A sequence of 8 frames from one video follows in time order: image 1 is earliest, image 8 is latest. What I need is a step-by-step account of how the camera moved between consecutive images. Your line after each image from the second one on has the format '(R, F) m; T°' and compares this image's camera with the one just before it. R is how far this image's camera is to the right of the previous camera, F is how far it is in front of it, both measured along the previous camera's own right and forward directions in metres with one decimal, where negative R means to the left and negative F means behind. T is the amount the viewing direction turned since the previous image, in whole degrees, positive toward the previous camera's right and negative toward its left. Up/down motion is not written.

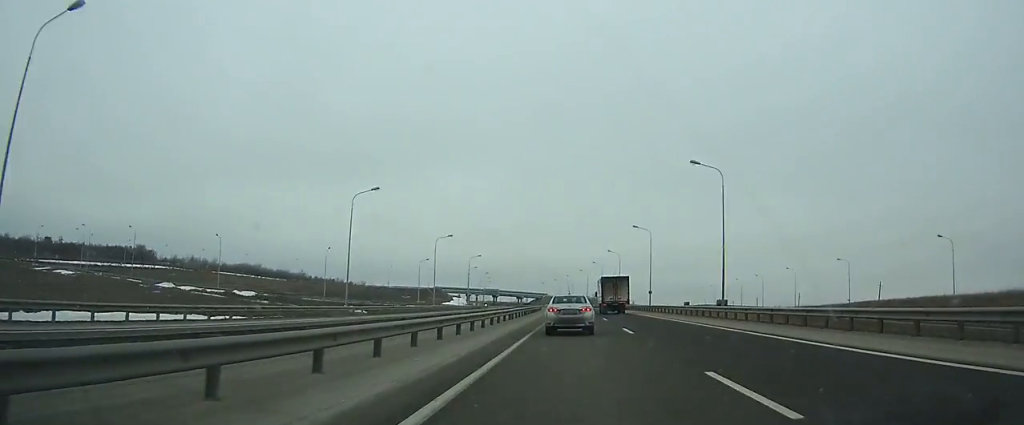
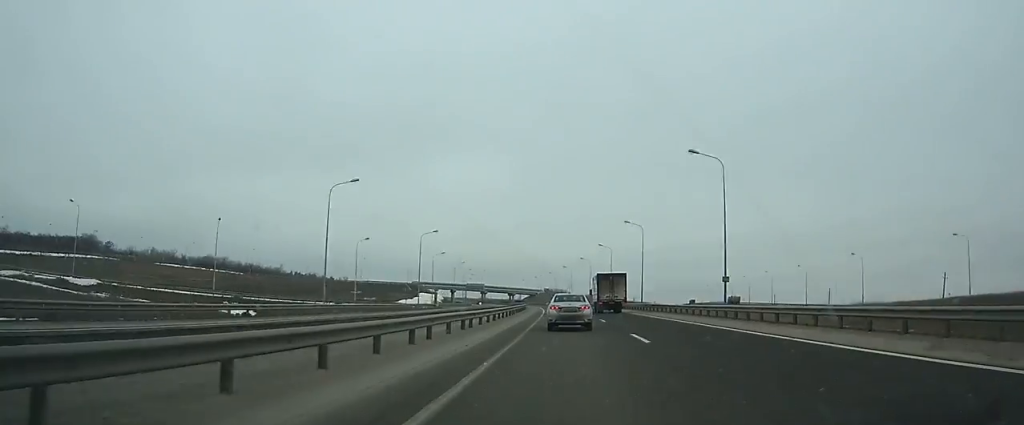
(+0.1, +37.7) m; -1°
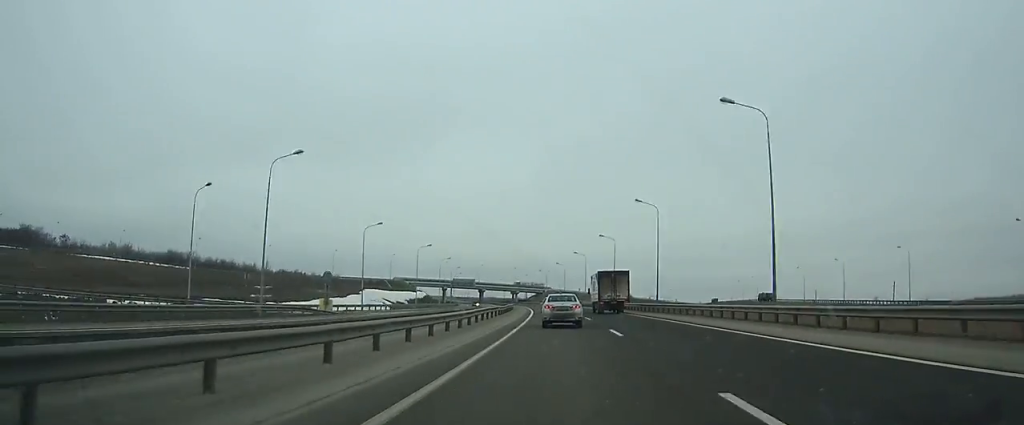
(-0.8, +45.5) m; -2°
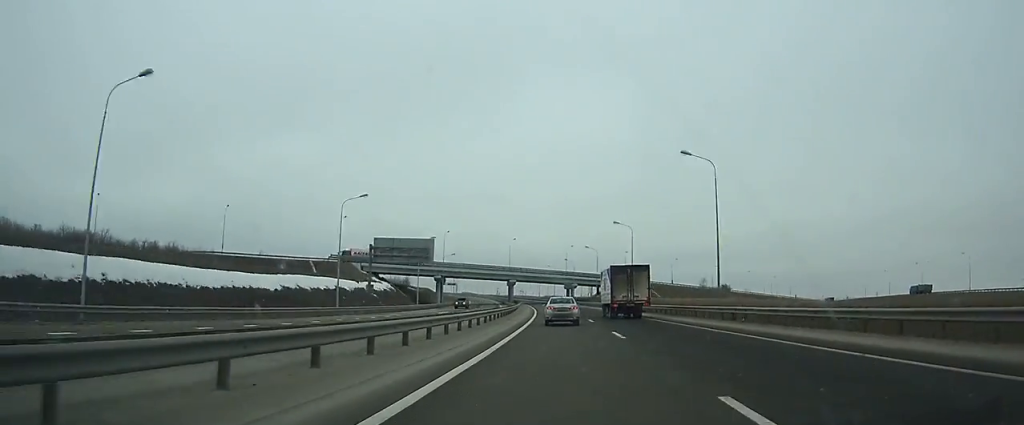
(-5.1, +112.8) m; -6°
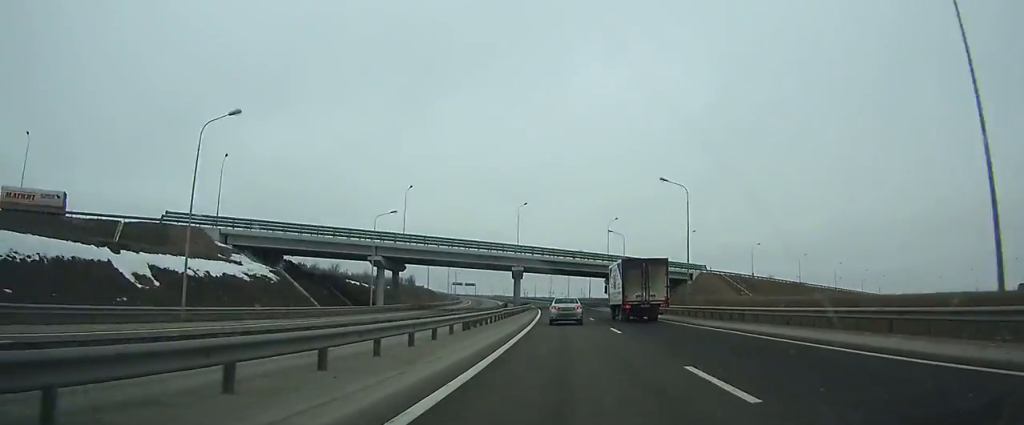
(-1.9, +60.8) m; -3°
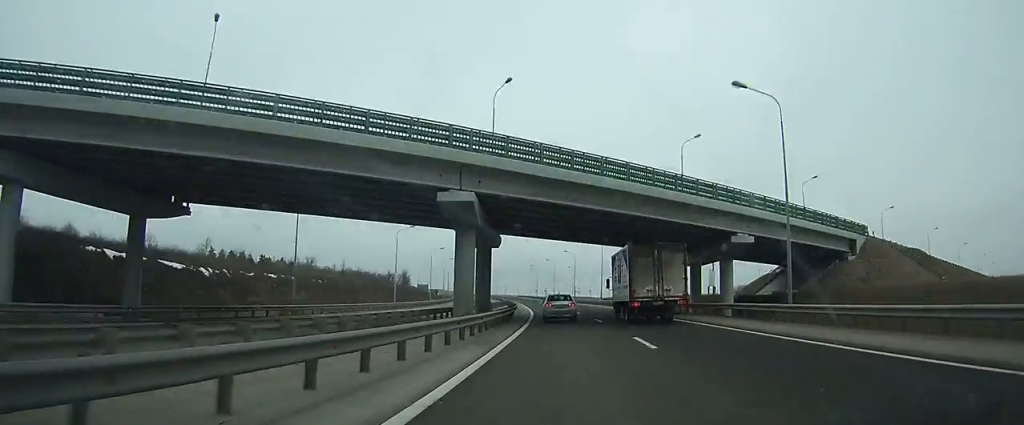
(-1.5, +55.9) m; -3°
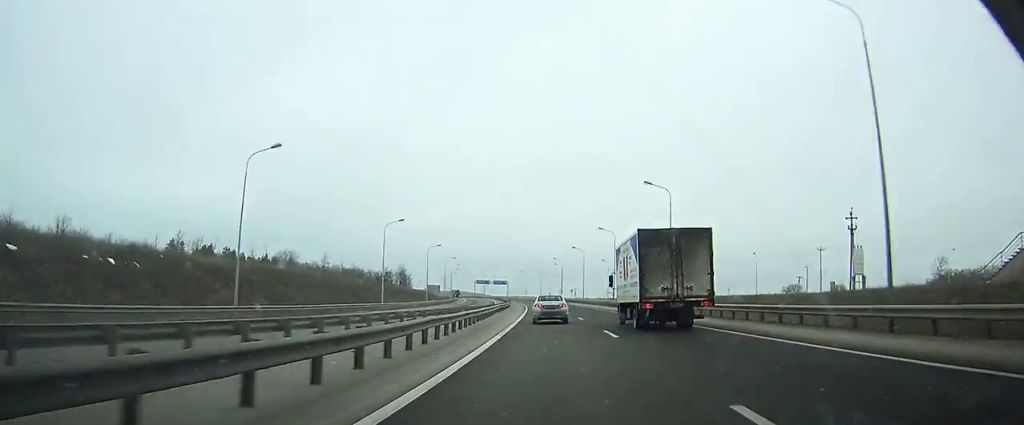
(+0.2, +42.9) m; -3°
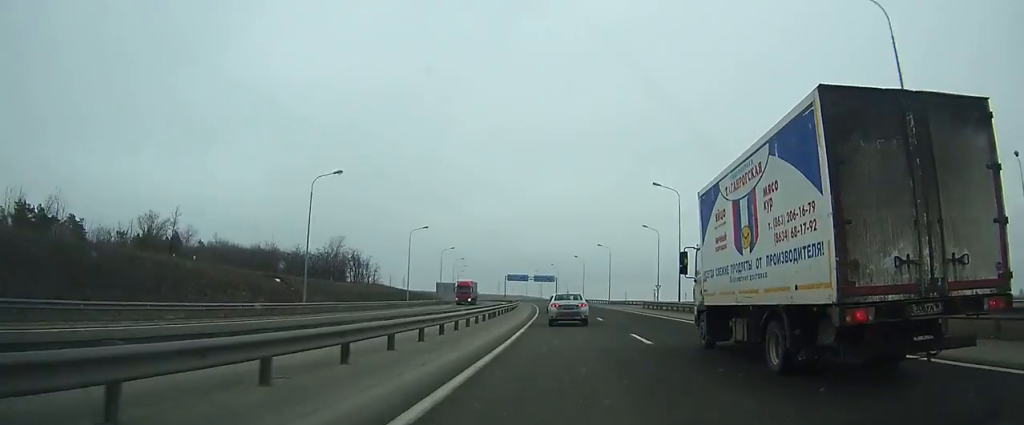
(-6.0, +96.2) m; -6°
